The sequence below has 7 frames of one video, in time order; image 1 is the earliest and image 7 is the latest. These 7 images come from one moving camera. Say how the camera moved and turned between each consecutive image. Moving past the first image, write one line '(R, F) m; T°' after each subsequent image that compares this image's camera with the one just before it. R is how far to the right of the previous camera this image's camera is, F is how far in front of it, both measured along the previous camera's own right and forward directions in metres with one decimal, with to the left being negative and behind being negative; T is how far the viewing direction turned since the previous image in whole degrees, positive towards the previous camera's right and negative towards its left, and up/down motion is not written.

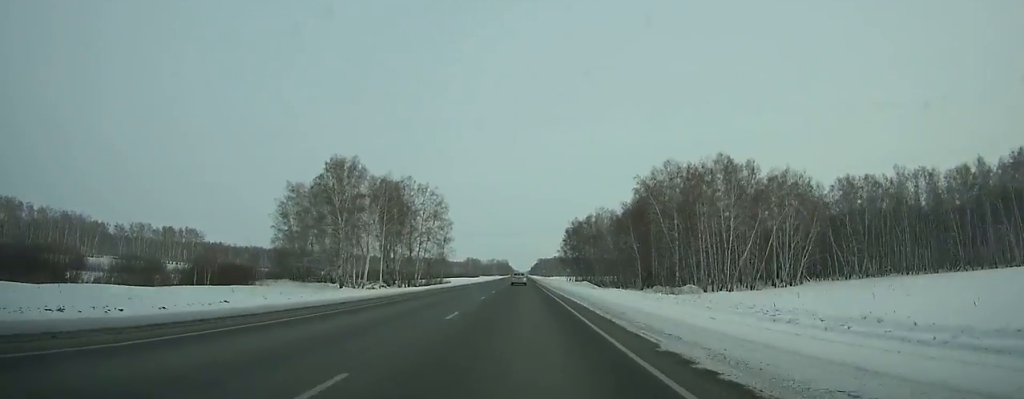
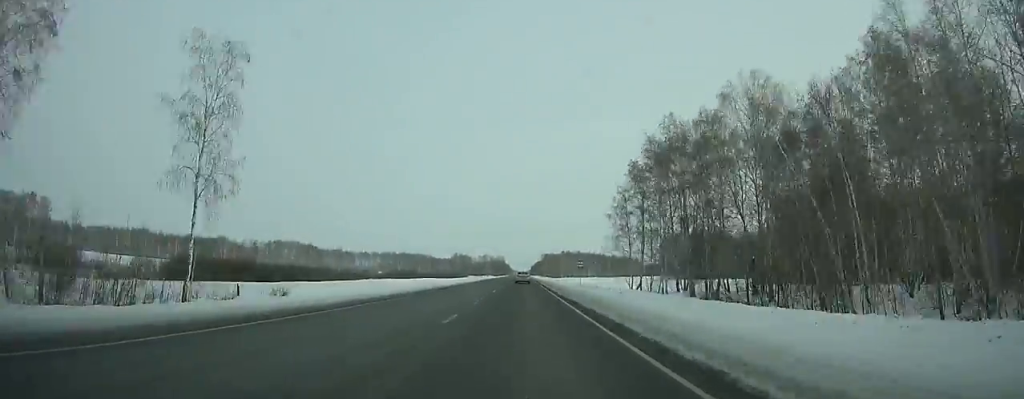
(+0.3, +121.0) m; 0°
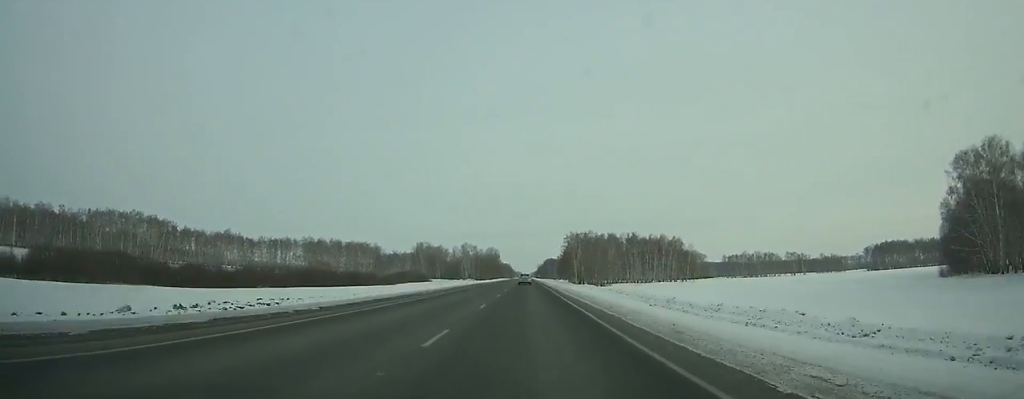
(-0.5, +212.4) m; 0°
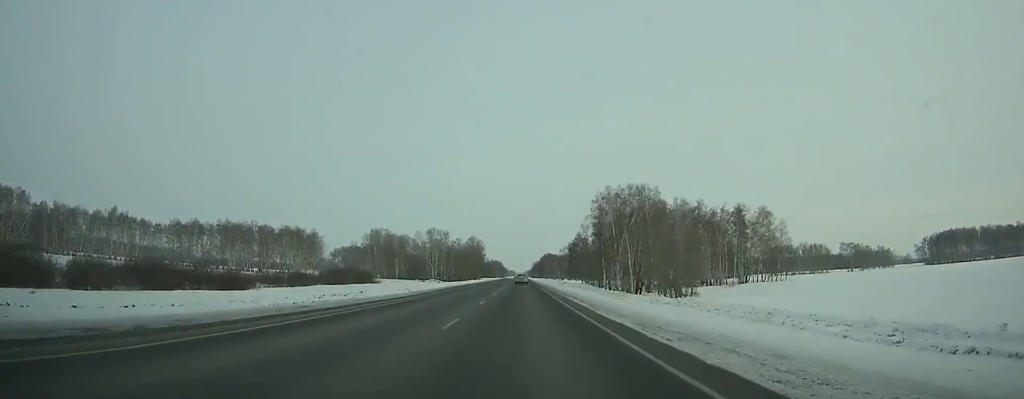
(+0.3, +96.6) m; 0°
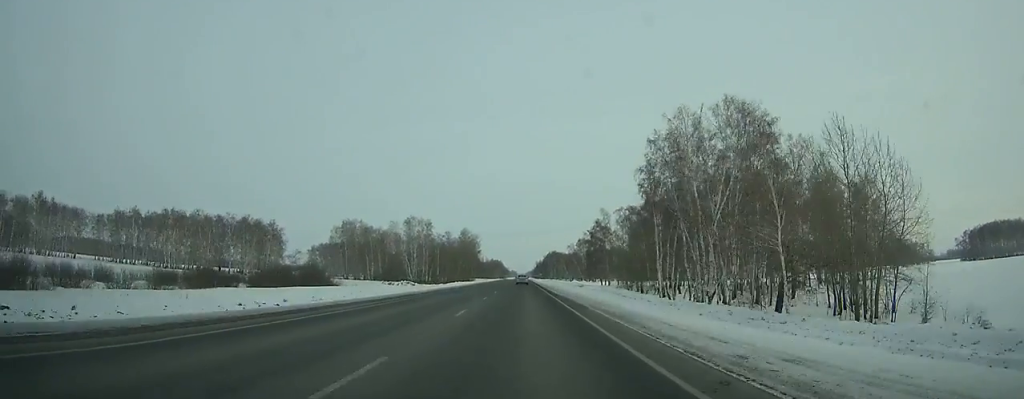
(+0.1, +43.7) m; 0°
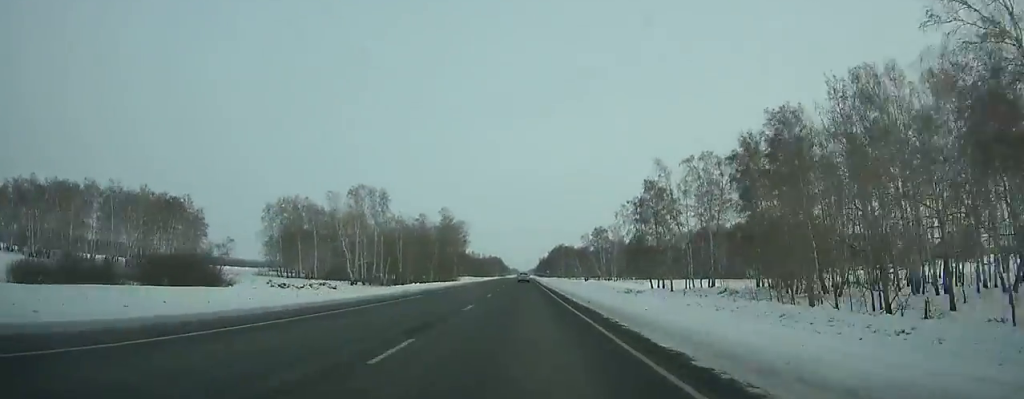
(0.0, +59.4) m; 0°
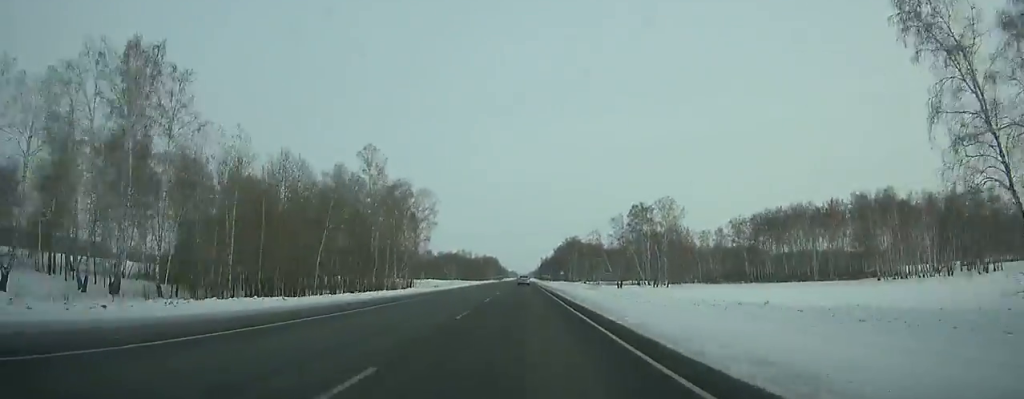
(0.0, +75.4) m; 0°
